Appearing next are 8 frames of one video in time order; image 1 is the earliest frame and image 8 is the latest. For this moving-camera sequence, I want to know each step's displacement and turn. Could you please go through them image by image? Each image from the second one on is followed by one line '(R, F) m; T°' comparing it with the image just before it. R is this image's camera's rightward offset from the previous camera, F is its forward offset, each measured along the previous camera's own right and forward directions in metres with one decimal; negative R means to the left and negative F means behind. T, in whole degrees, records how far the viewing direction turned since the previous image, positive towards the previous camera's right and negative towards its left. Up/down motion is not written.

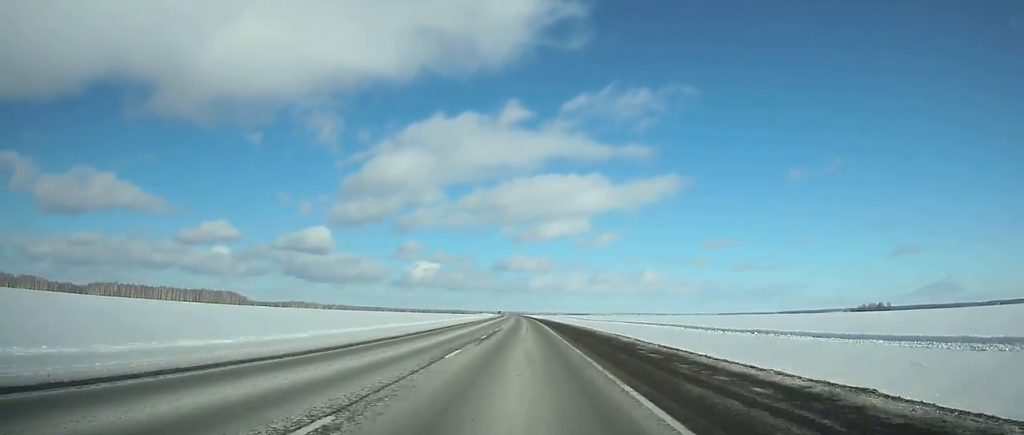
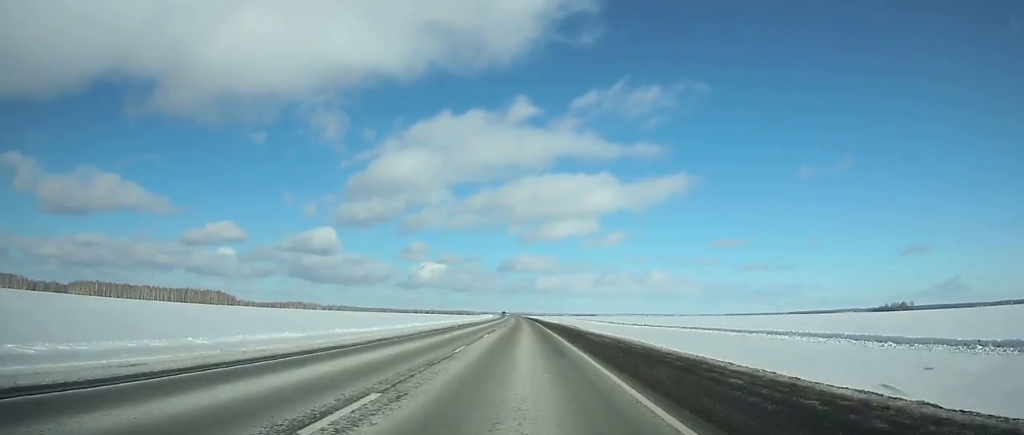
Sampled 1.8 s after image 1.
(-0.2, +58.6) m; -1°
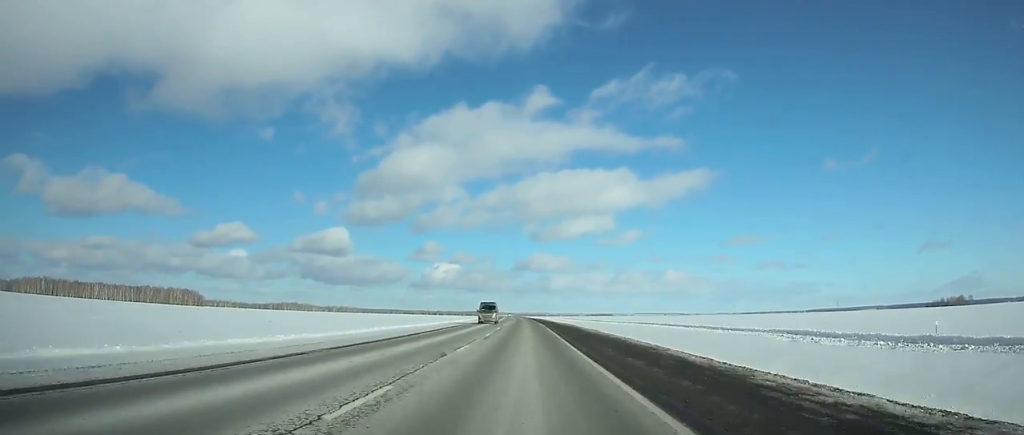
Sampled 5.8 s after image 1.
(-1.8, +131.1) m; -1°
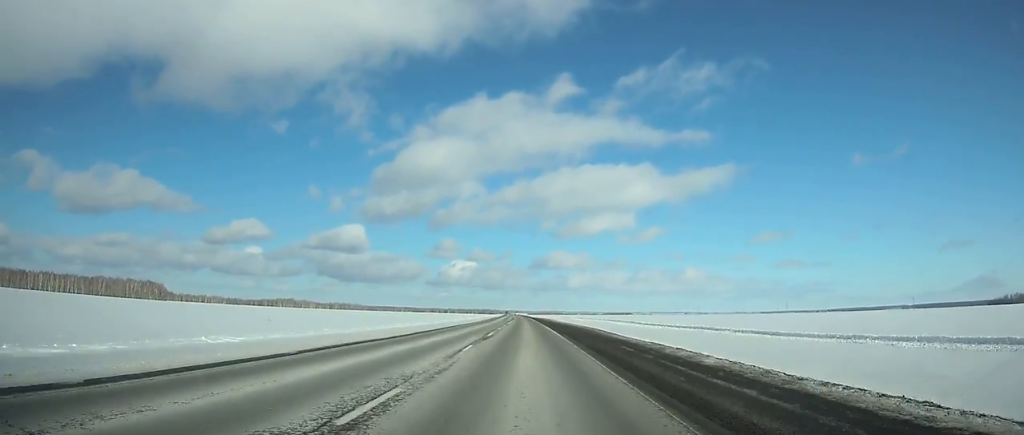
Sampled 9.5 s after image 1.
(-1.4, +120.3) m; -1°
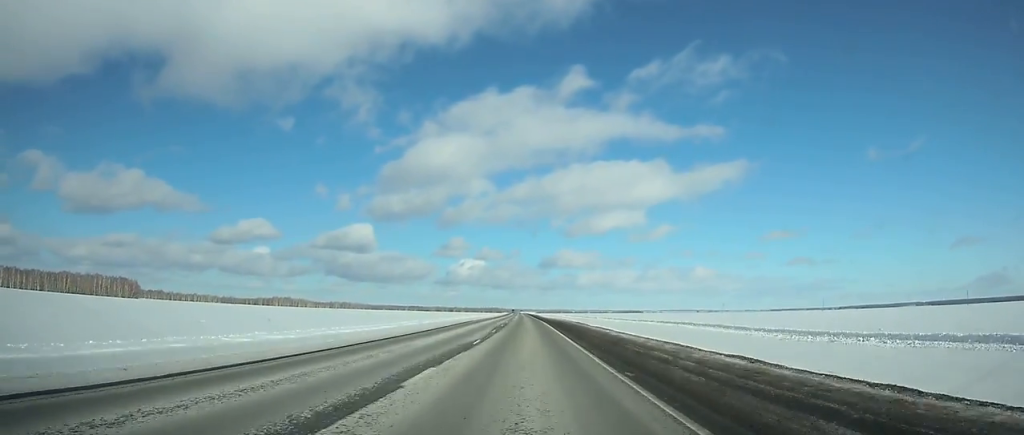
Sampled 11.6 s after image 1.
(-0.4, +67.3) m; -1°
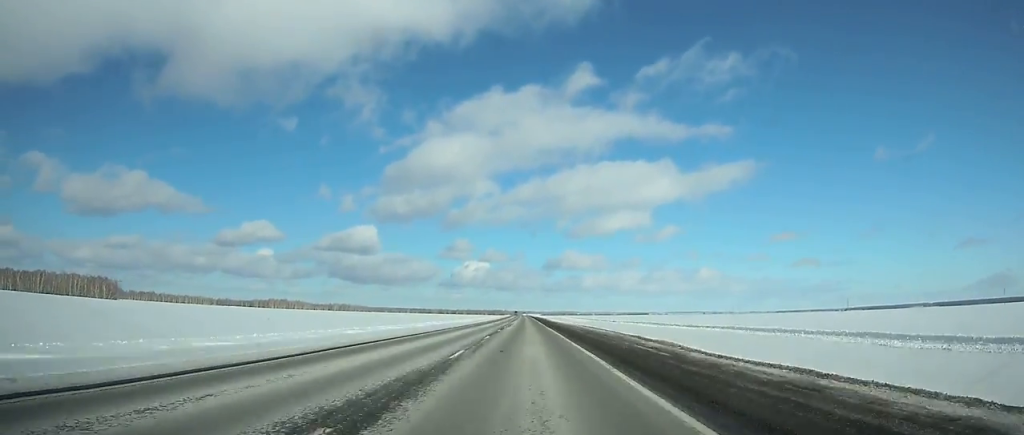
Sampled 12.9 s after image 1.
(-0.2, +41.4) m; 0°
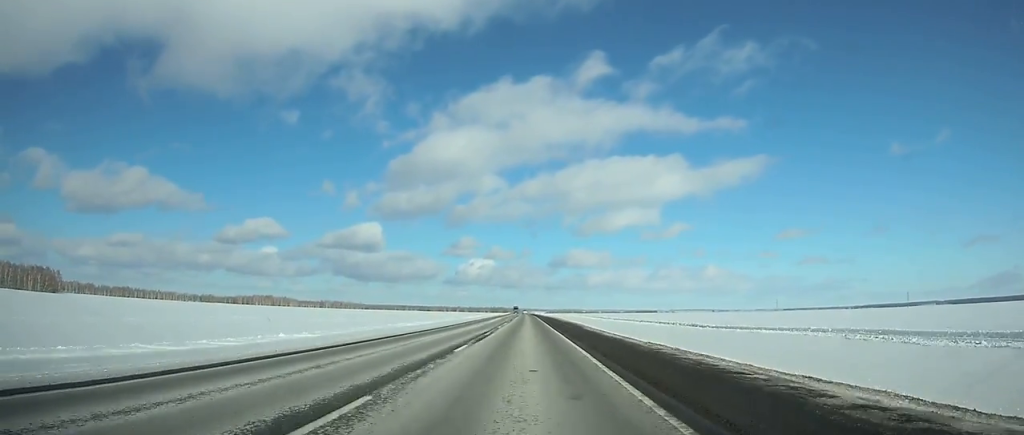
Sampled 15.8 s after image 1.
(-0.4, +92.5) m; 0°
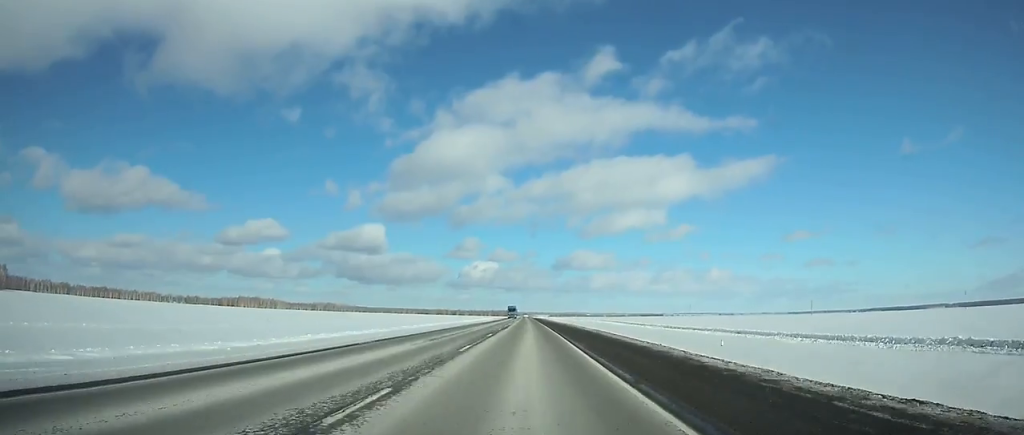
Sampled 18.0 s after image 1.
(-0.2, +72.8) m; 0°
